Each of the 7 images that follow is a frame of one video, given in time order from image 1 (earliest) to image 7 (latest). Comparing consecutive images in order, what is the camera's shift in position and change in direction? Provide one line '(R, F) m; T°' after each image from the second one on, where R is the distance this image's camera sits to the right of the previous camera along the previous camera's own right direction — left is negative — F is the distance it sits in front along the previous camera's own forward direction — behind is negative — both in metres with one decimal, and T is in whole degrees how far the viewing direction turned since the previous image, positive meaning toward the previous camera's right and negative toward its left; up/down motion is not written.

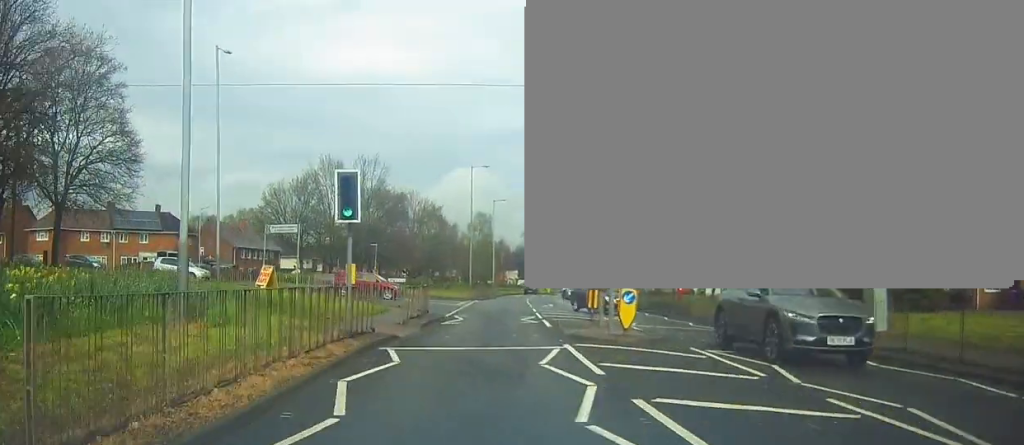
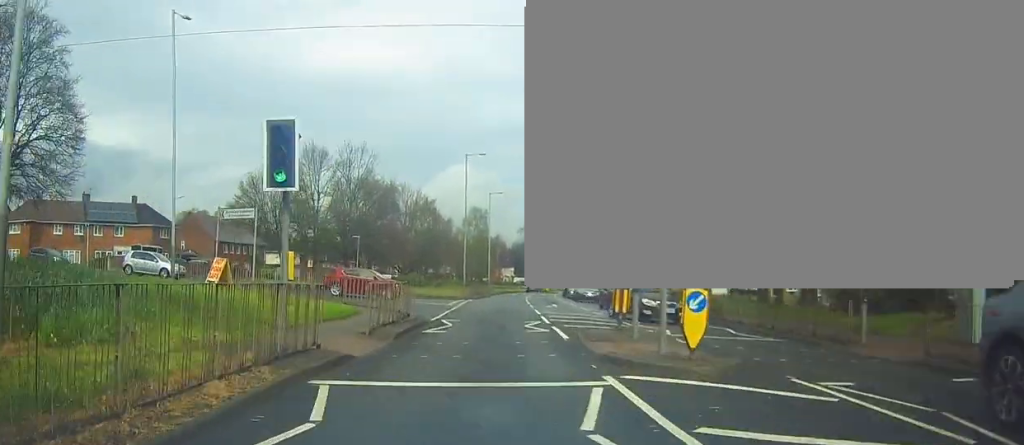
(+0.1, +4.5) m; 0°
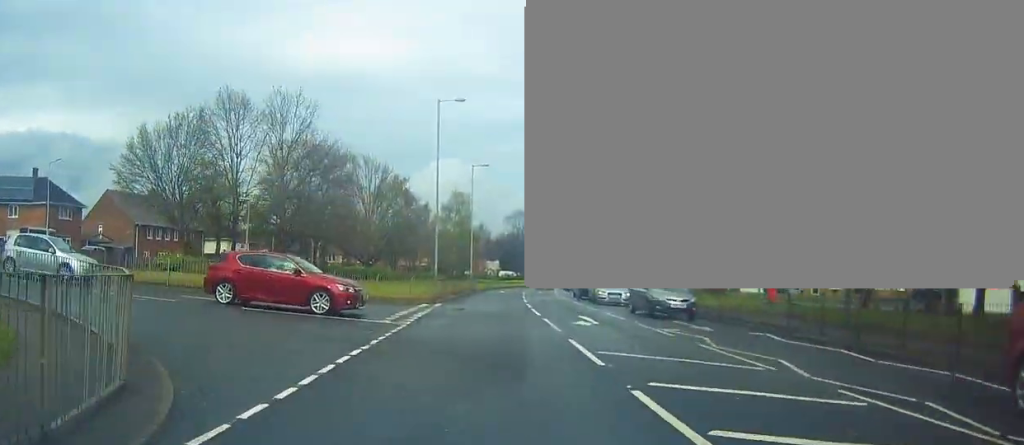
(+0.5, +17.3) m; +1°
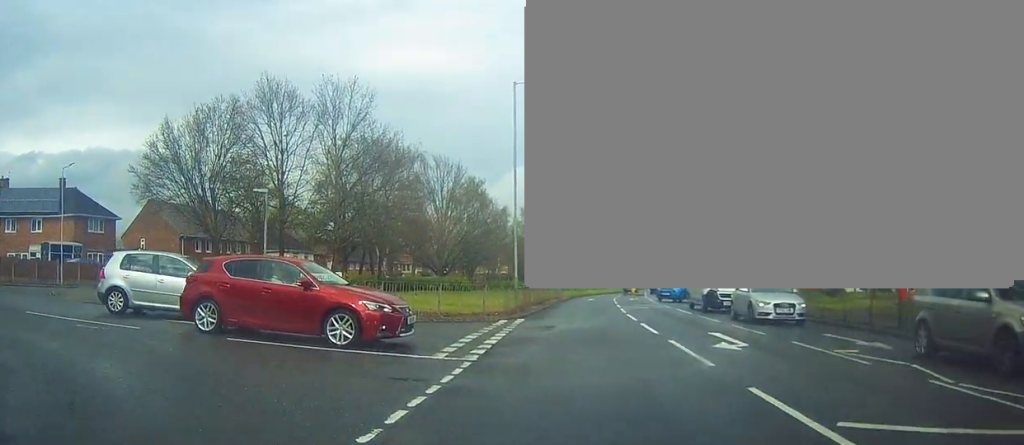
(-0.4, +6.3) m; -7°
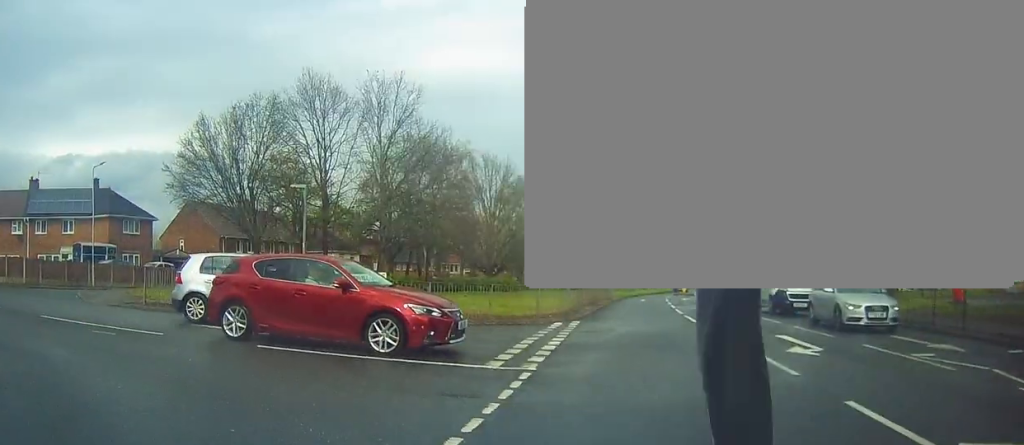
(-0.1, +1.1) m; -7°
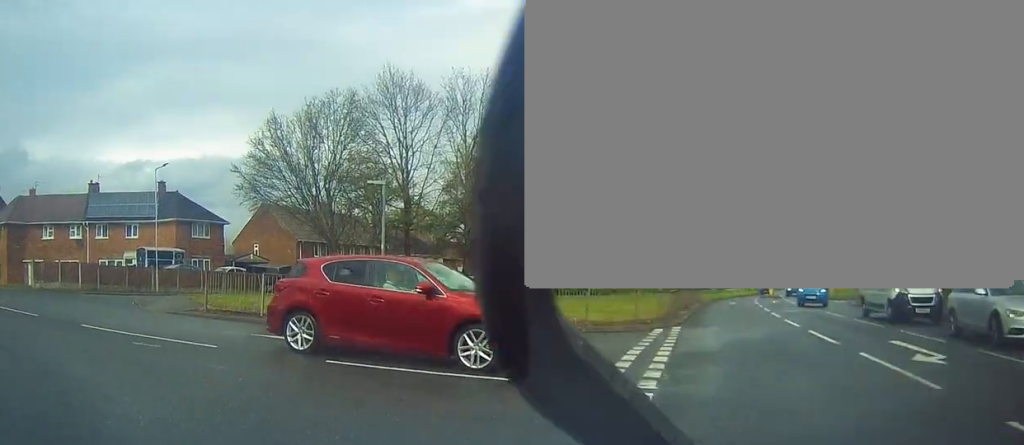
(0.0, +1.4) m; -9°
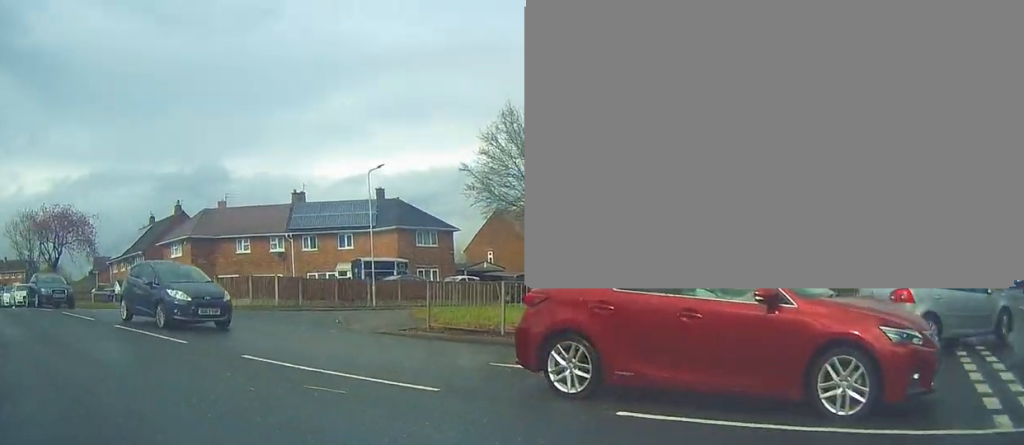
(-0.6, +3.1) m; -25°
